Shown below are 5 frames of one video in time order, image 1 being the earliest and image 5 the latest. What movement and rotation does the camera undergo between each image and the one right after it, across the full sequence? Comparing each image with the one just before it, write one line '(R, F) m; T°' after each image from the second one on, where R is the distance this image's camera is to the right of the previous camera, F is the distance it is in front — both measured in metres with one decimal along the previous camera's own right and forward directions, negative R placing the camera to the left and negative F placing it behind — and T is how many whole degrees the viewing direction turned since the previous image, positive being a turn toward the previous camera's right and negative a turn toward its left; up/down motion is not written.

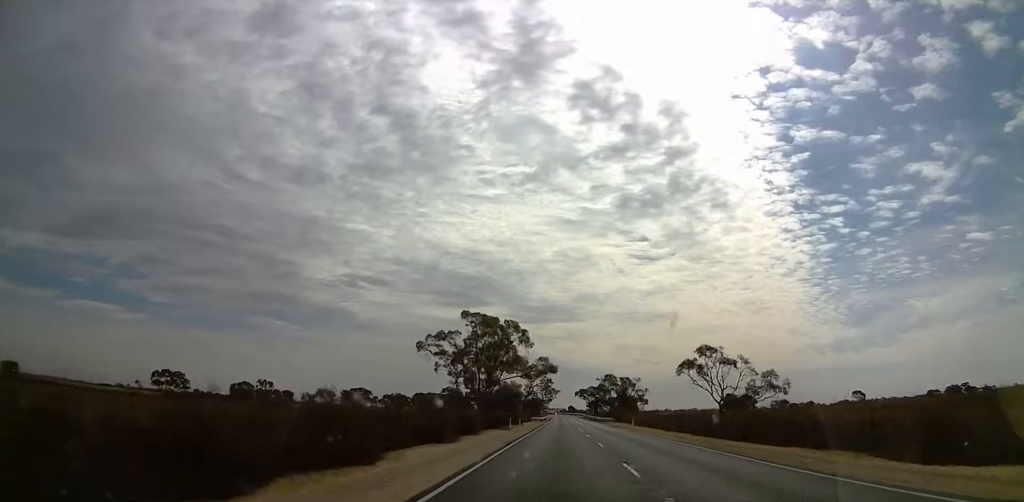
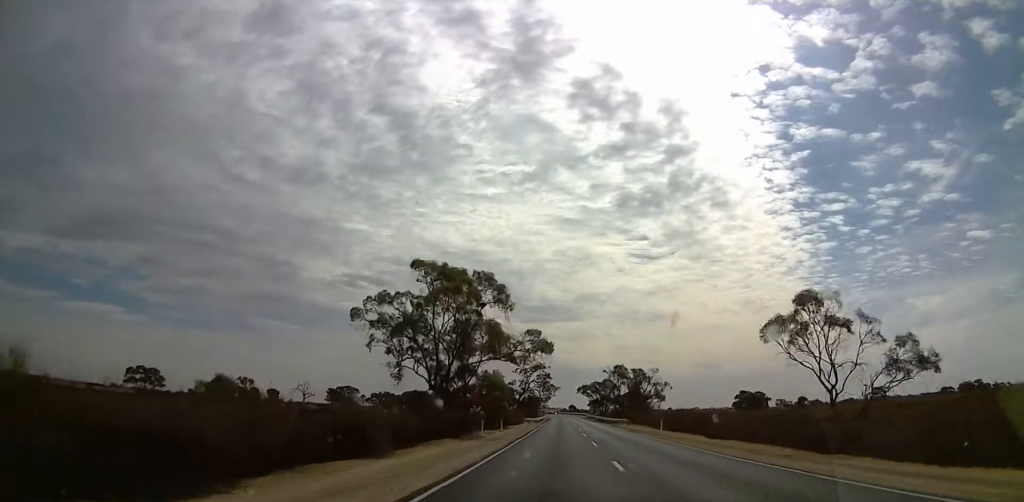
(+0.2, +21.7) m; 0°
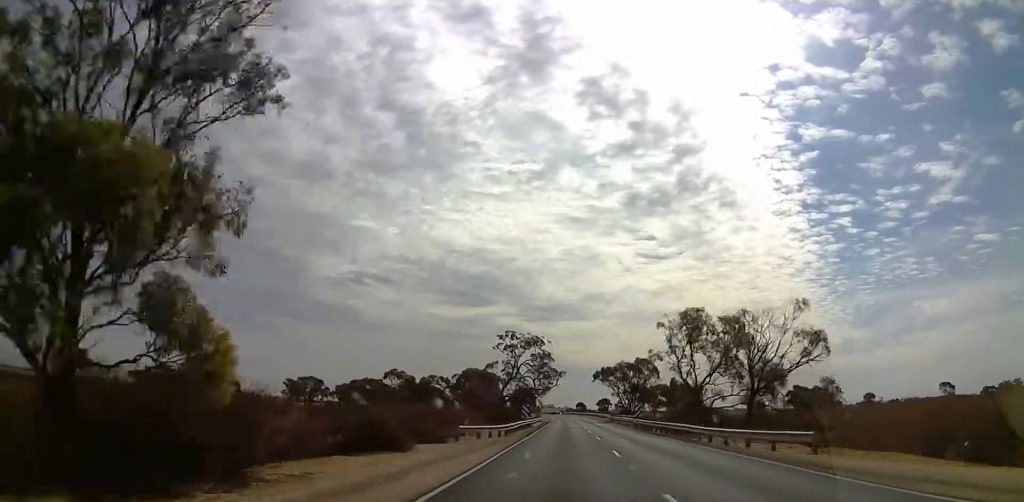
(-1.3, +55.5) m; -2°
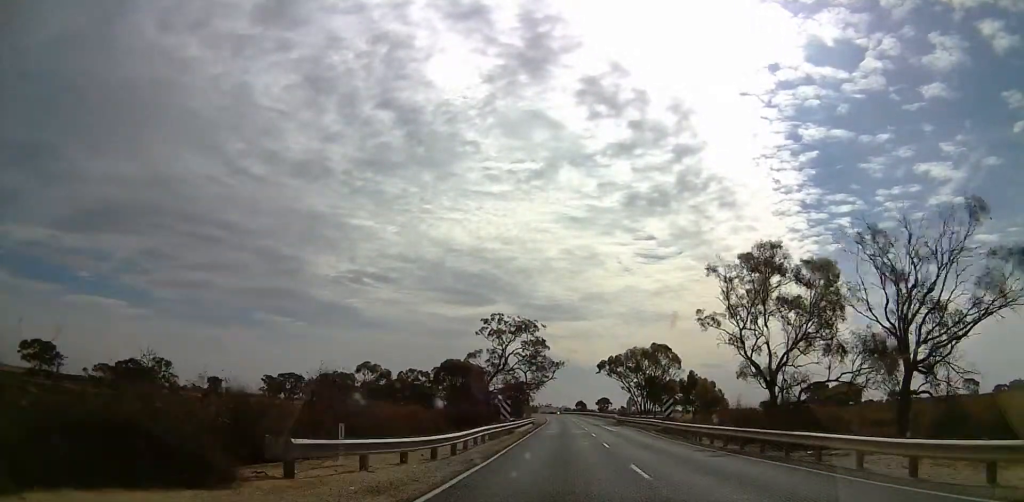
(0.0, +18.2) m; 0°
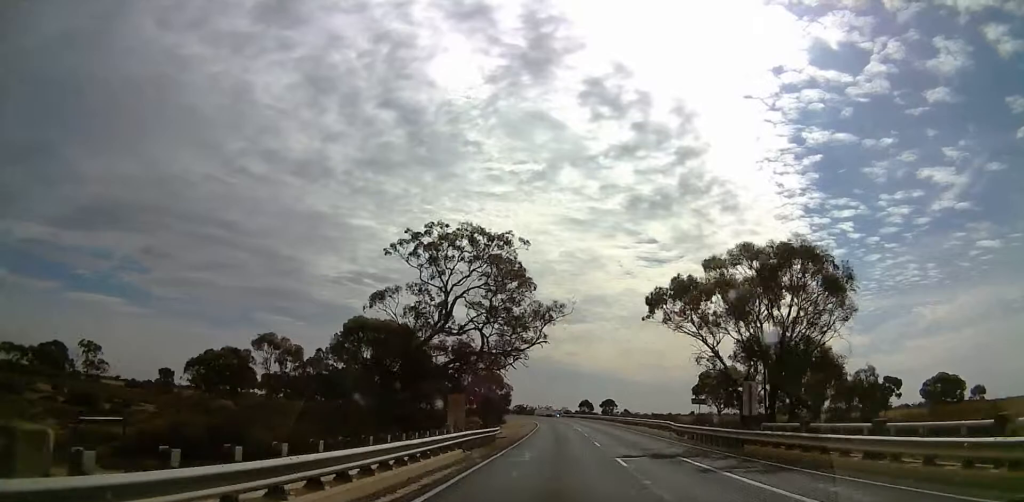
(+0.8, +42.2) m; +2°
